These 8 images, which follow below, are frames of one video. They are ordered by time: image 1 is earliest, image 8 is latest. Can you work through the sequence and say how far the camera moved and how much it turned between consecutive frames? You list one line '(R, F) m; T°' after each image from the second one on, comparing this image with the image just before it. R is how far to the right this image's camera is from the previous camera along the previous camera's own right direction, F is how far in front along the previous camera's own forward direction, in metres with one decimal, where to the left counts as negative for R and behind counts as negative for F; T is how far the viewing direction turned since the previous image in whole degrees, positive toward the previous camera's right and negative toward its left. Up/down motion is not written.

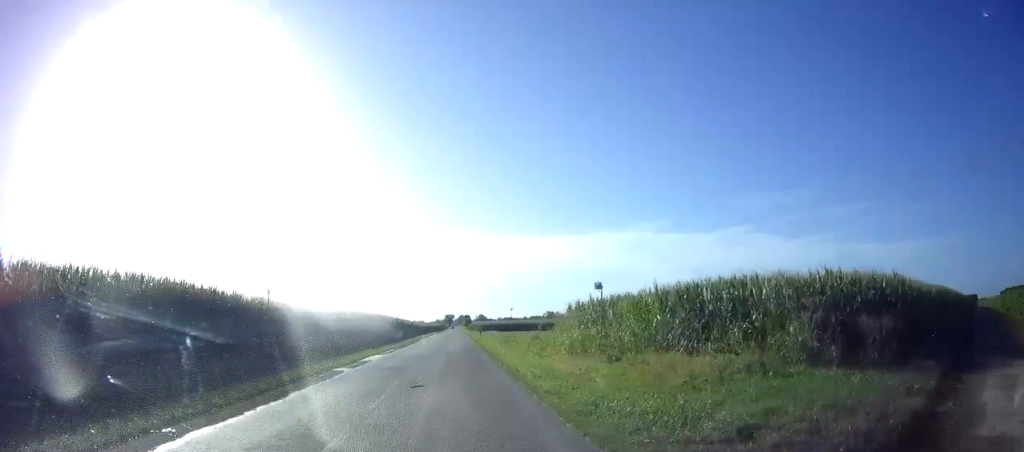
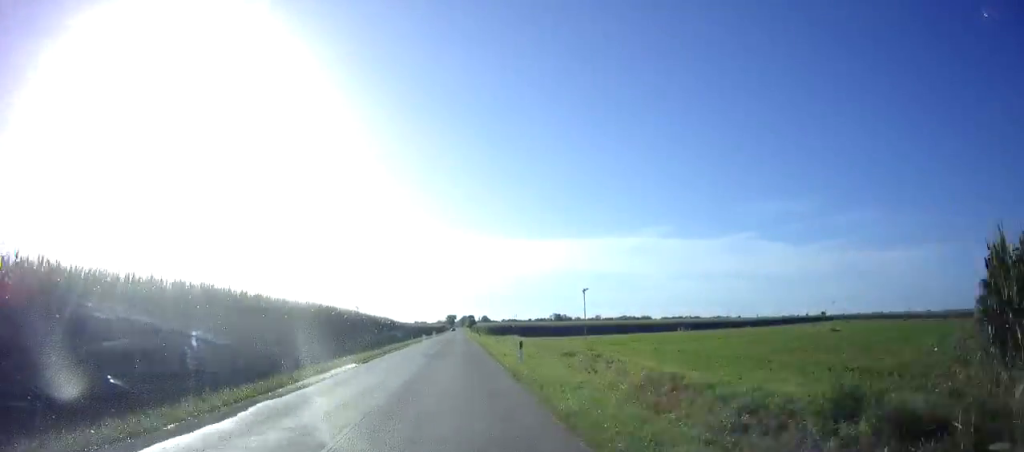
(-0.1, +31.8) m; 0°
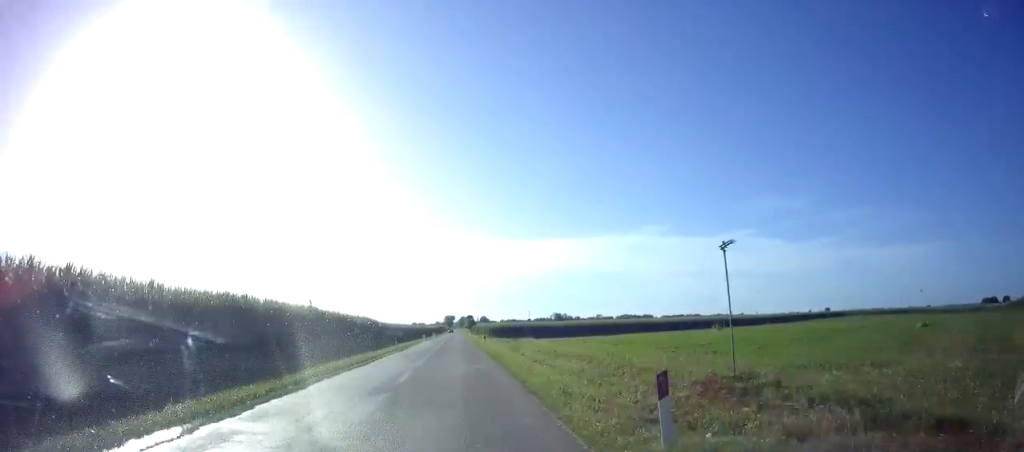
(+0.1, +13.3) m; 0°
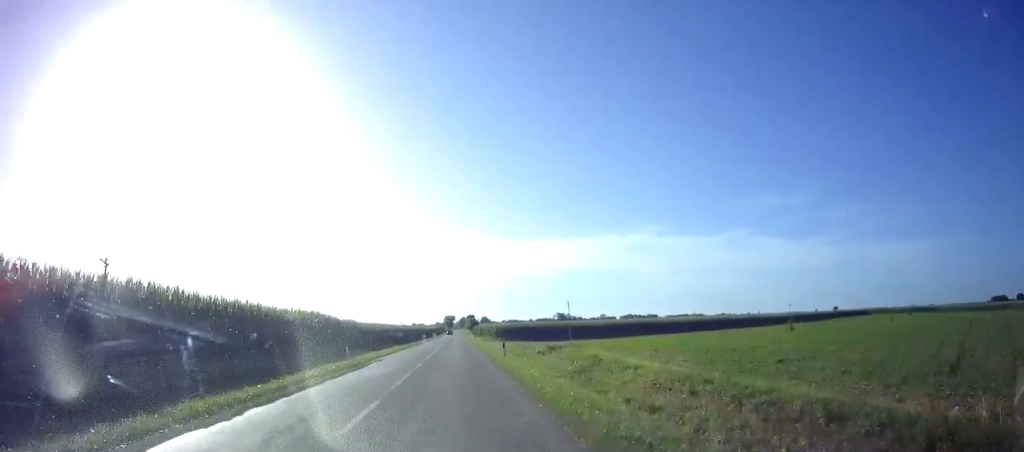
(+0.3, +18.7) m; 0°
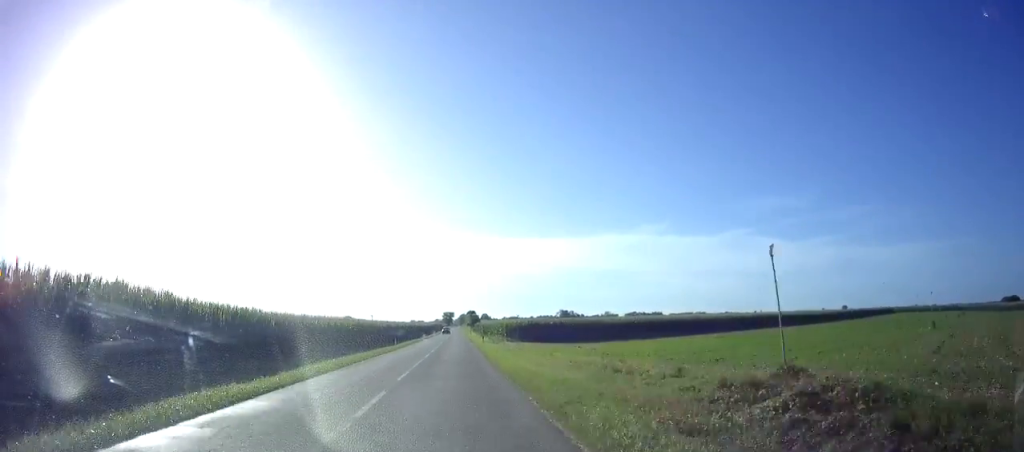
(-0.4, +22.4) m; 0°
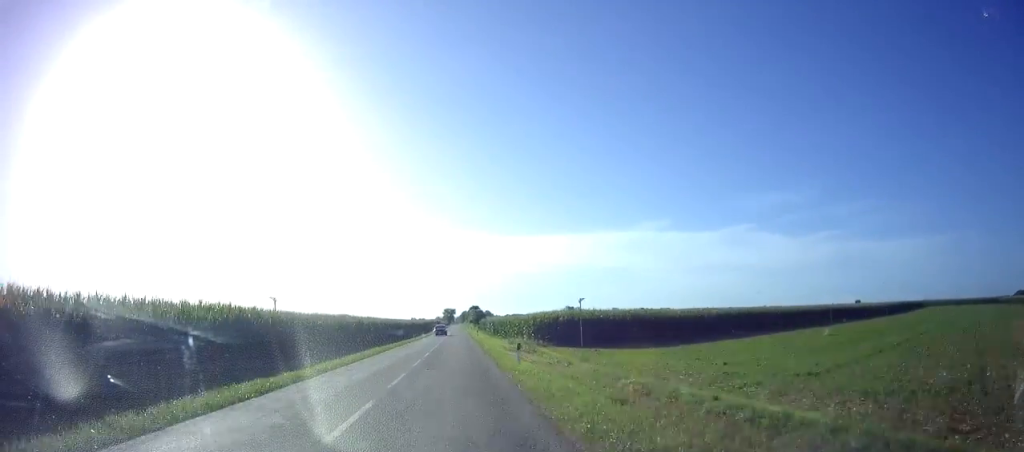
(+0.3, +25.2) m; 0°
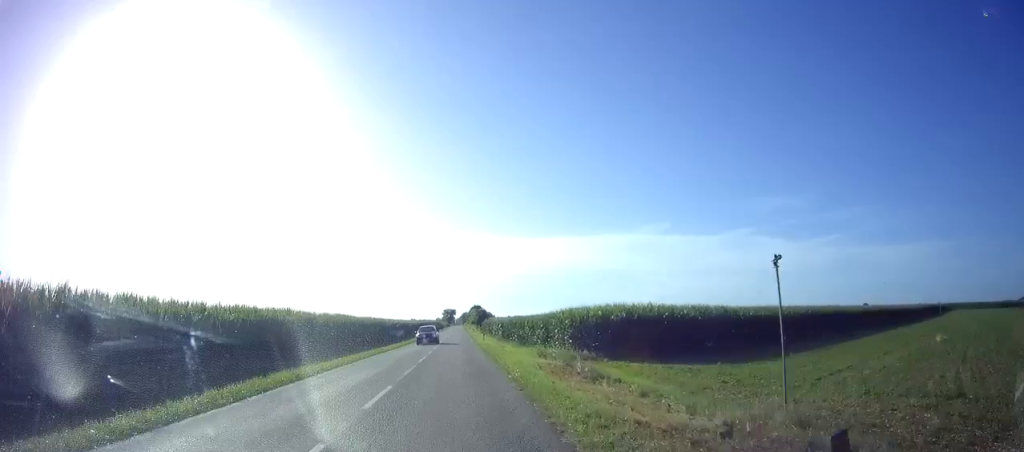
(-0.1, +16.4) m; 0°
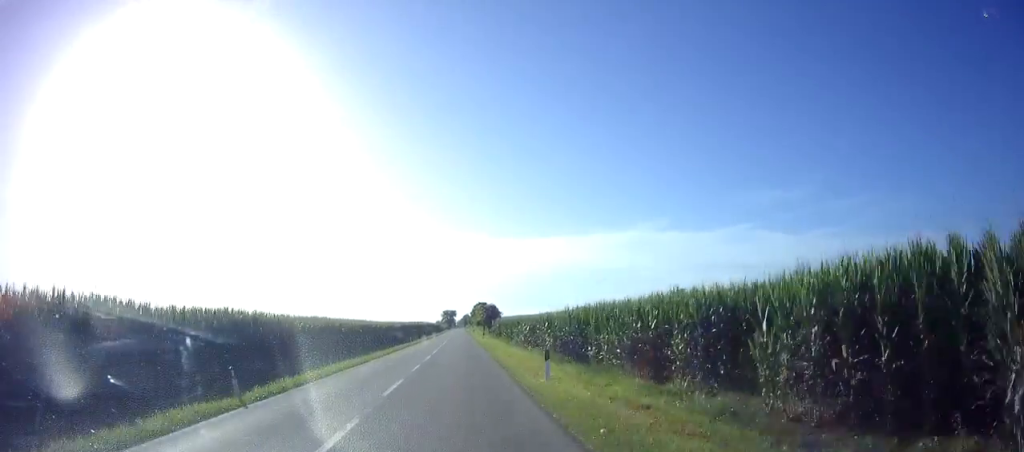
(-0.1, +33.2) m; 0°
